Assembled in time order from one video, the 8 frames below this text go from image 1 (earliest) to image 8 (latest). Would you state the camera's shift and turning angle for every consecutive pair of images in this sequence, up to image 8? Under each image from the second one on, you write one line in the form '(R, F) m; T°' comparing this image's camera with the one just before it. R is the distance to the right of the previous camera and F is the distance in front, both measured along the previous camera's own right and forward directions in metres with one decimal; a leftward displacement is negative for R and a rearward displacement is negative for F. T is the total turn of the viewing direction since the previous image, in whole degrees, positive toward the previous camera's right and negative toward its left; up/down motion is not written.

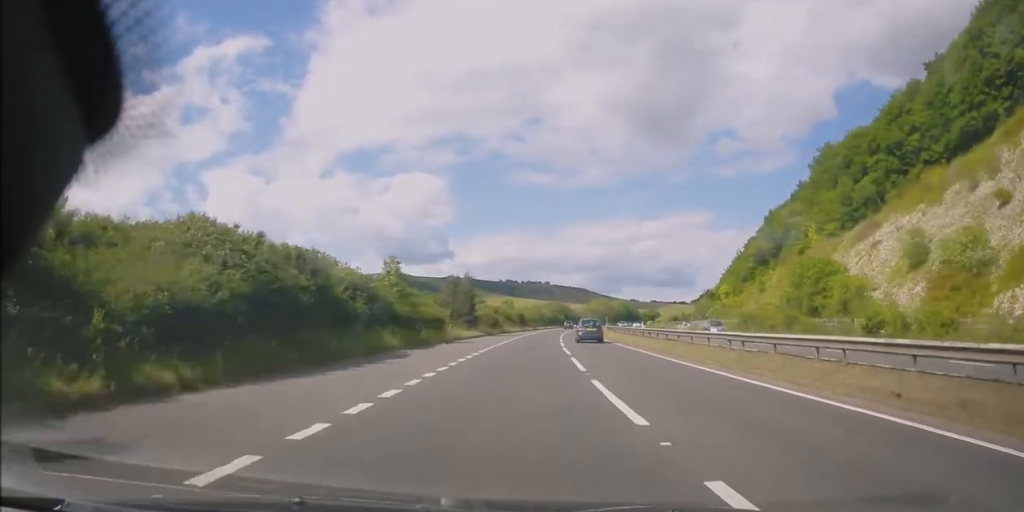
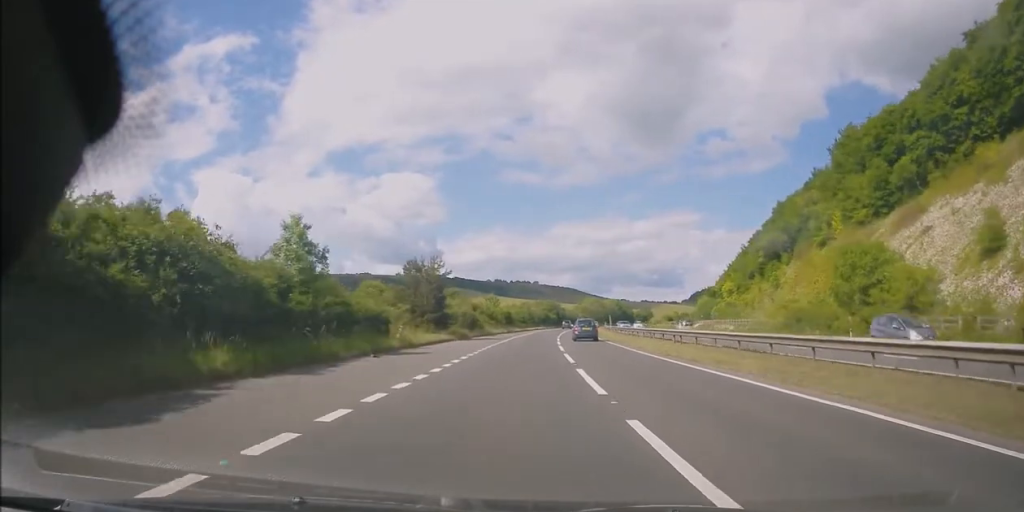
(+0.3, +14.5) m; +1°
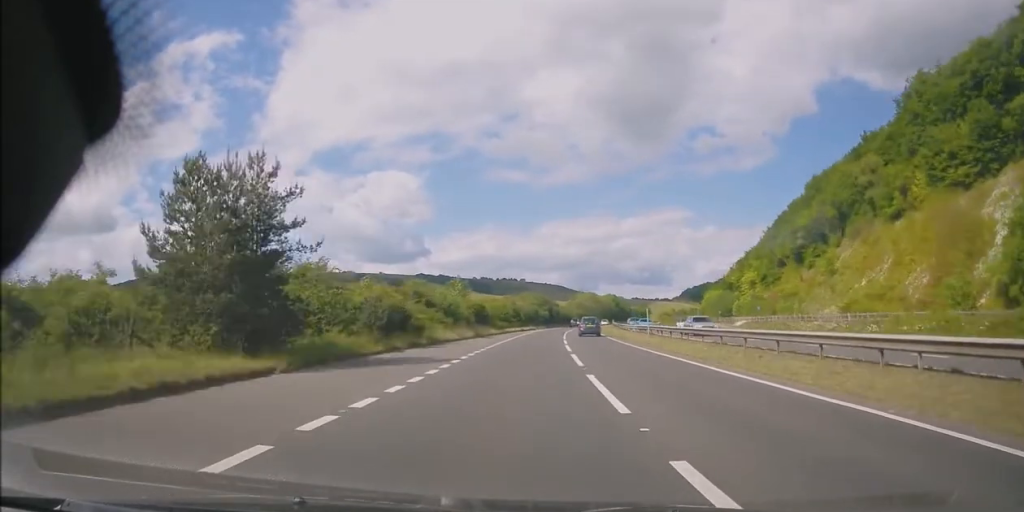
(+0.2, +29.2) m; +1°
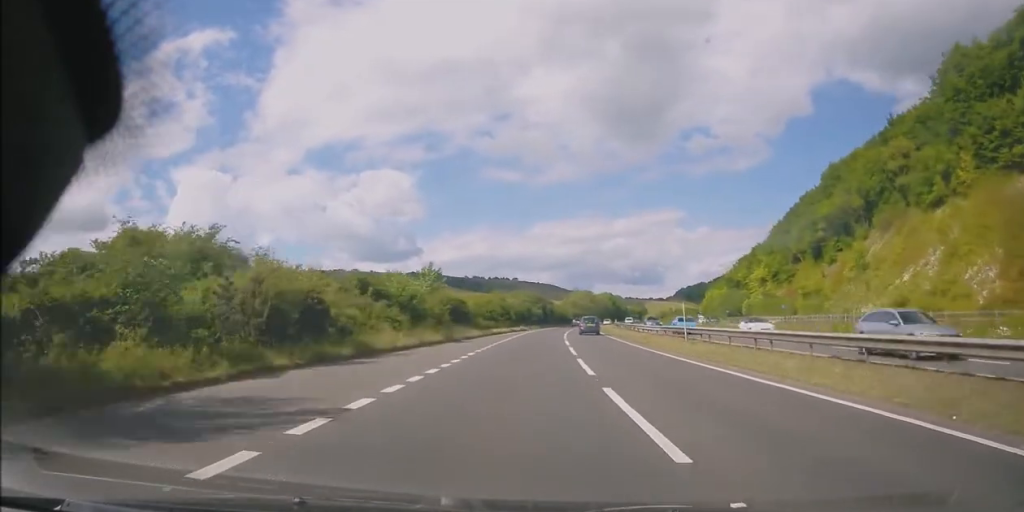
(+0.1, +11.3) m; +1°
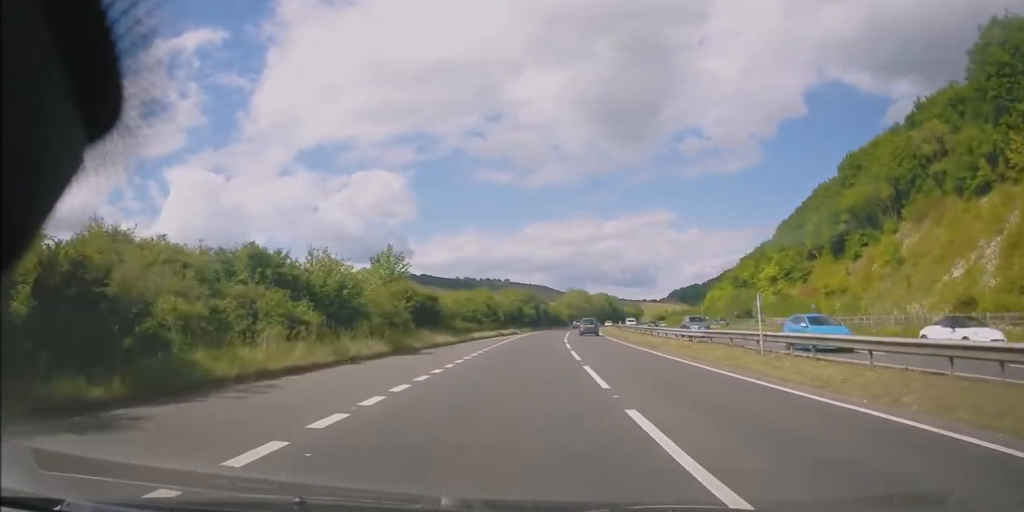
(+0.1, +11.3) m; +1°
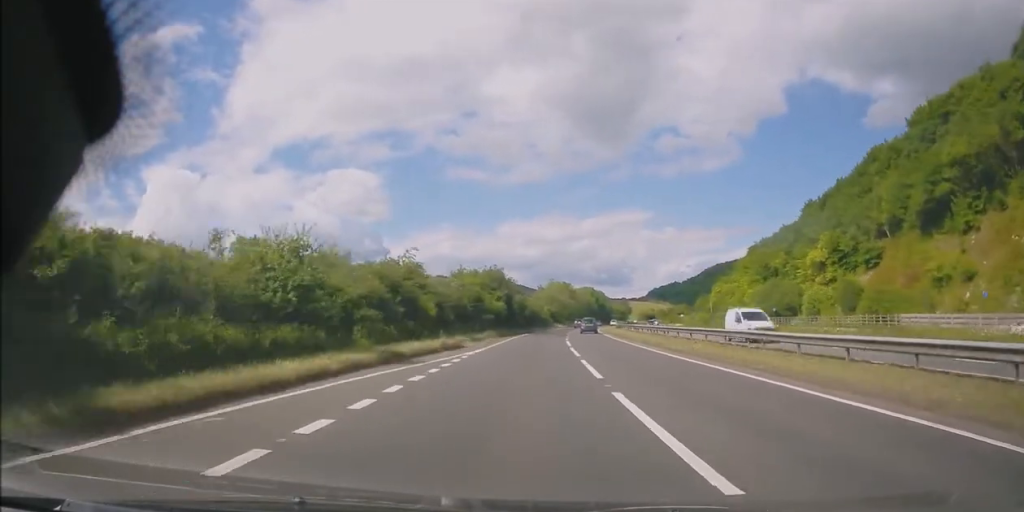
(+0.7, +34.1) m; +2°
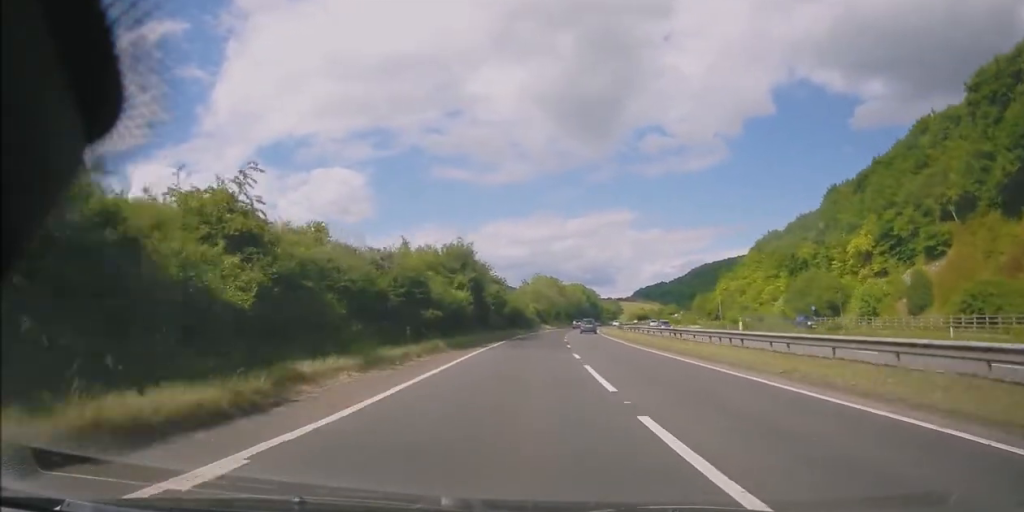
(+0.2, +20.2) m; +1°
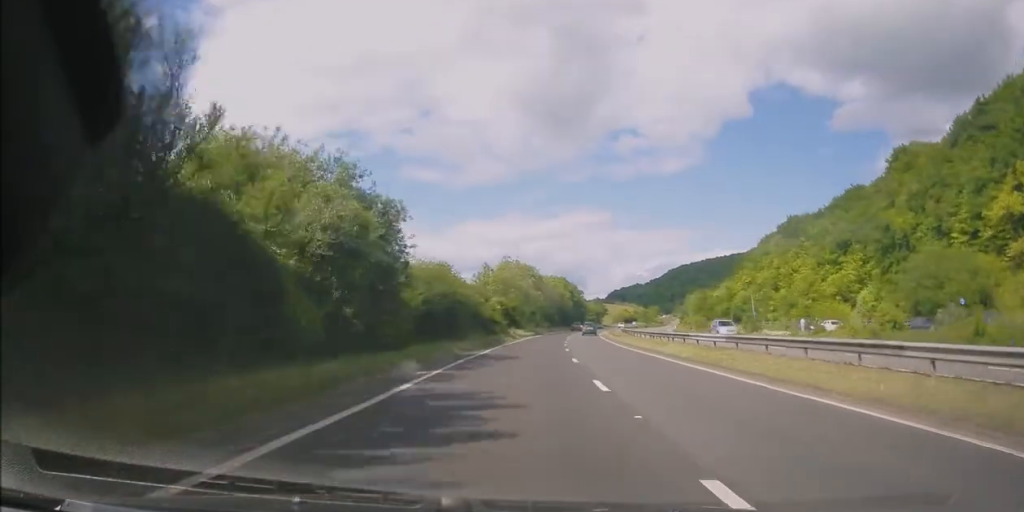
(+0.8, +36.8) m; +2°
